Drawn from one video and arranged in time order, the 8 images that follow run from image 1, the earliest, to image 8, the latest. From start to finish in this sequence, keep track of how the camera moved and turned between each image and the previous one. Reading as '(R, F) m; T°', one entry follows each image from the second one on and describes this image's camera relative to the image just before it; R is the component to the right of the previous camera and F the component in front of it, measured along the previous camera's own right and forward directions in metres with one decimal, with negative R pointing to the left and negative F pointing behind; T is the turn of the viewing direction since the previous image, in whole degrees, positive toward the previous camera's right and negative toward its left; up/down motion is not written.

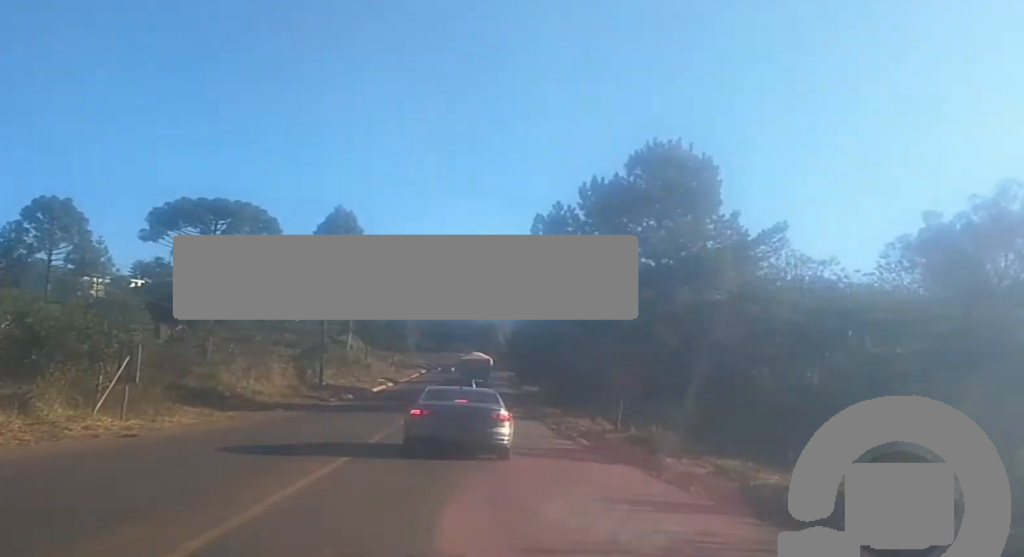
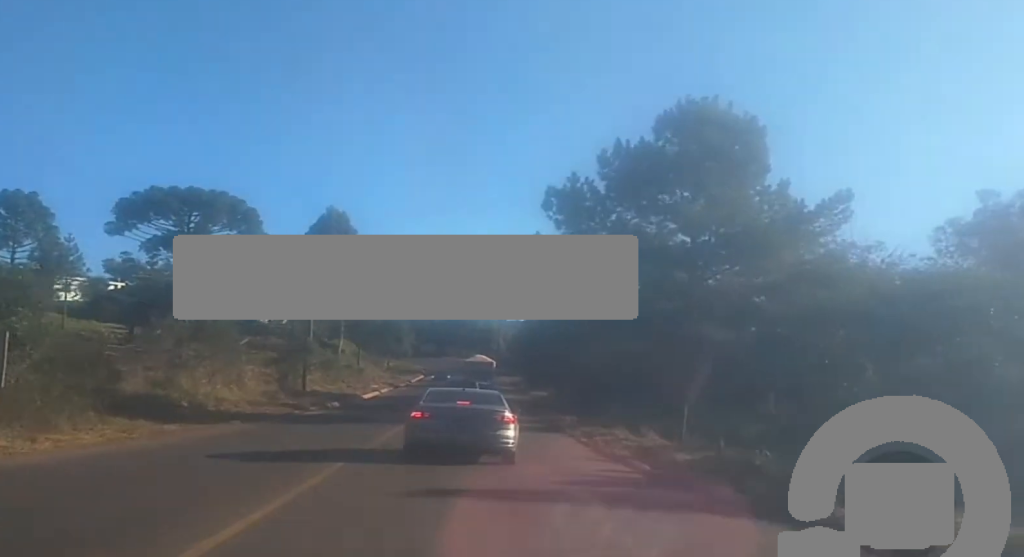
(+0.2, +7.1) m; +1°
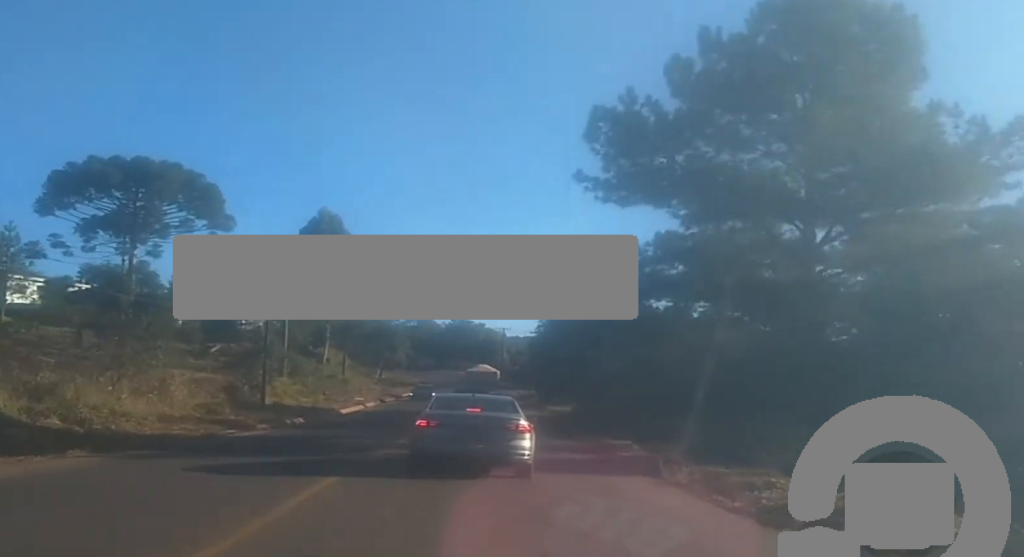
(+0.3, +13.3) m; +2°
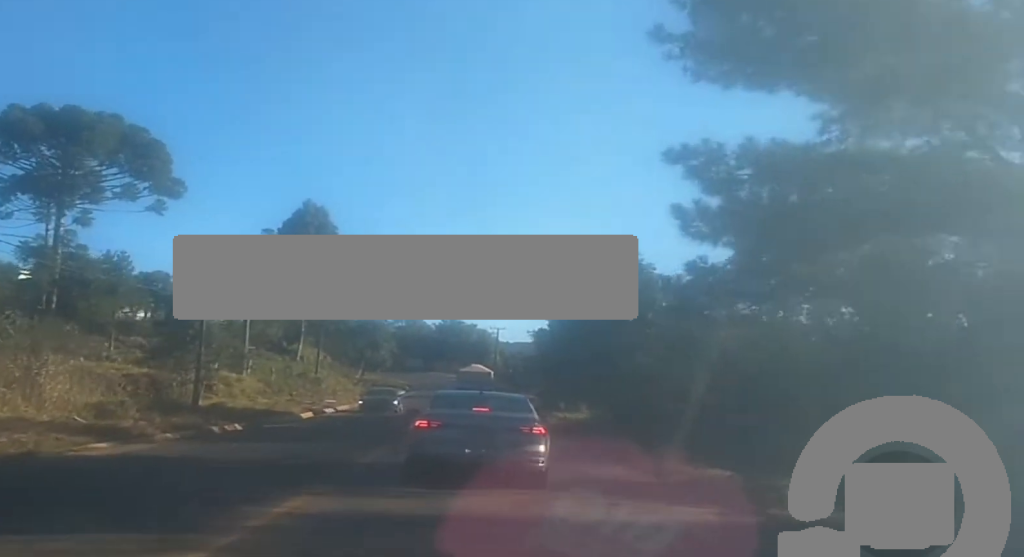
(+0.1, +11.3) m; +1°
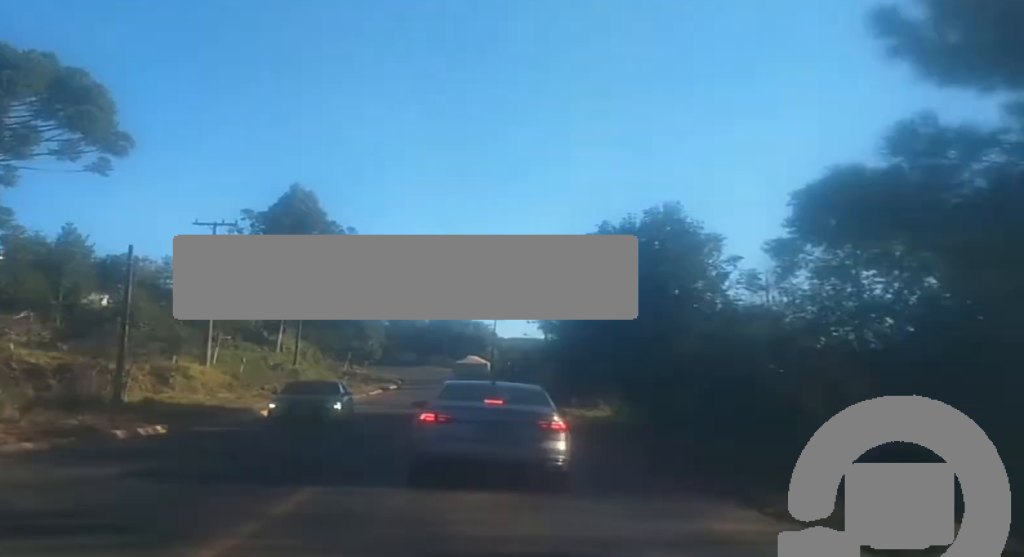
(+0.1, +9.0) m; 0°
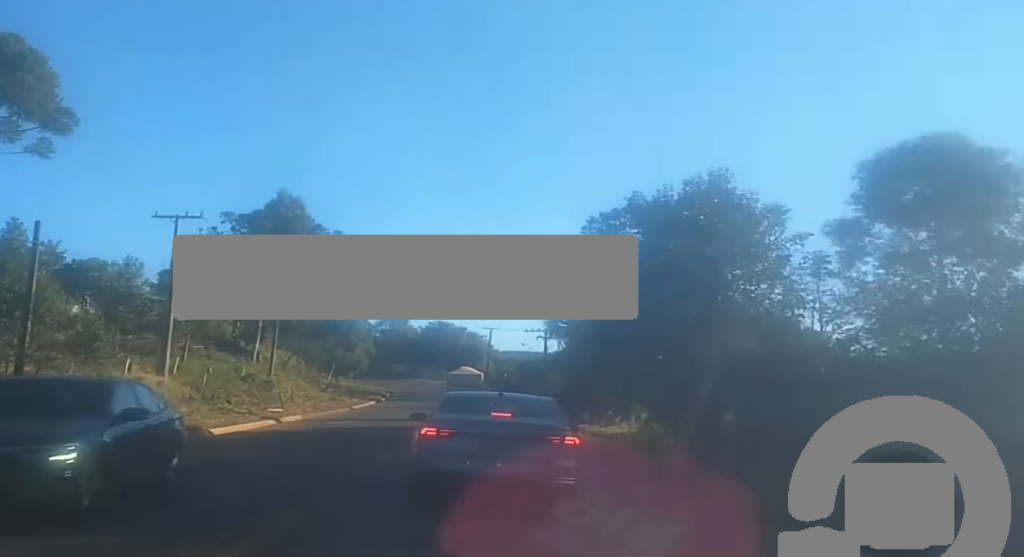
(0.0, +6.7) m; -1°
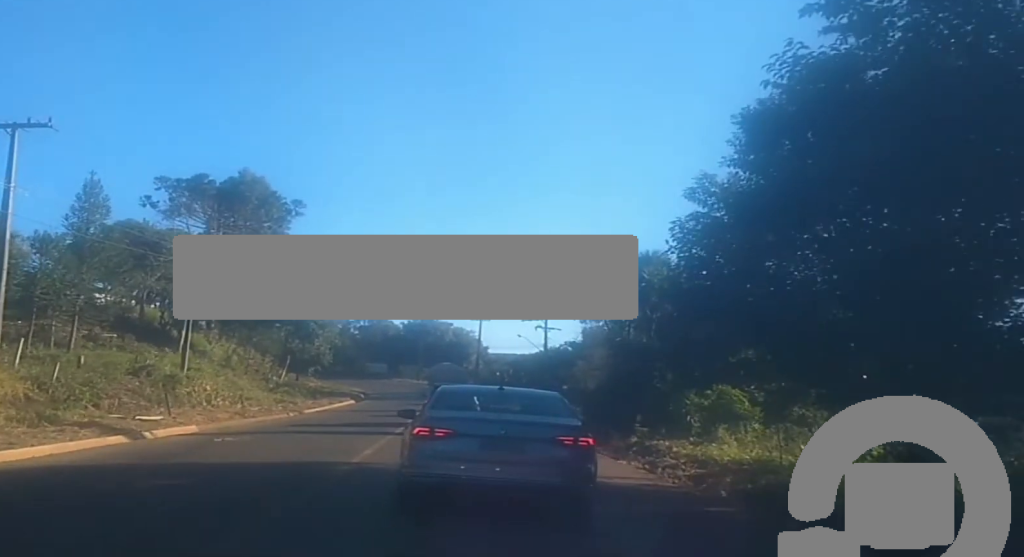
(-0.2, +18.8) m; +2°
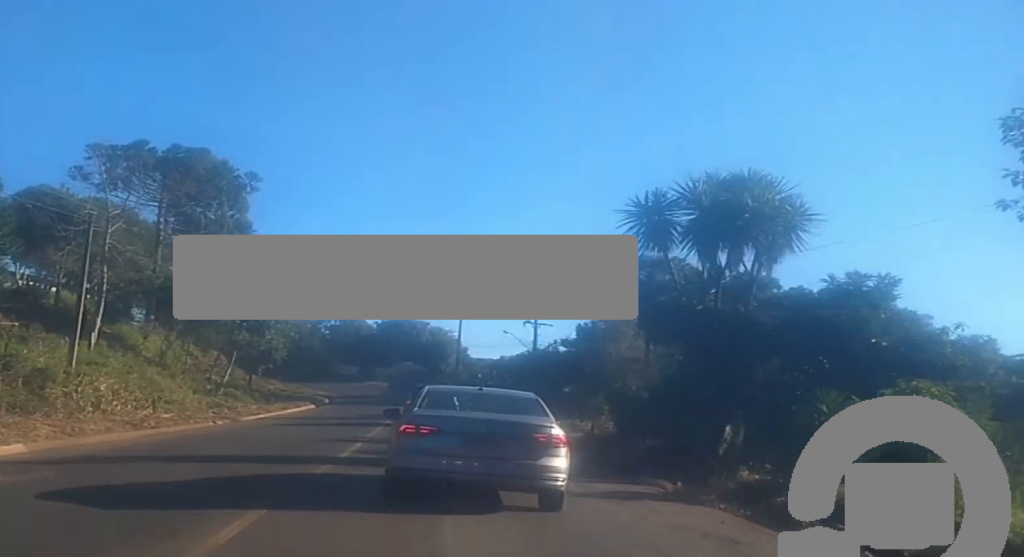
(+0.9, +11.3) m; +3°
